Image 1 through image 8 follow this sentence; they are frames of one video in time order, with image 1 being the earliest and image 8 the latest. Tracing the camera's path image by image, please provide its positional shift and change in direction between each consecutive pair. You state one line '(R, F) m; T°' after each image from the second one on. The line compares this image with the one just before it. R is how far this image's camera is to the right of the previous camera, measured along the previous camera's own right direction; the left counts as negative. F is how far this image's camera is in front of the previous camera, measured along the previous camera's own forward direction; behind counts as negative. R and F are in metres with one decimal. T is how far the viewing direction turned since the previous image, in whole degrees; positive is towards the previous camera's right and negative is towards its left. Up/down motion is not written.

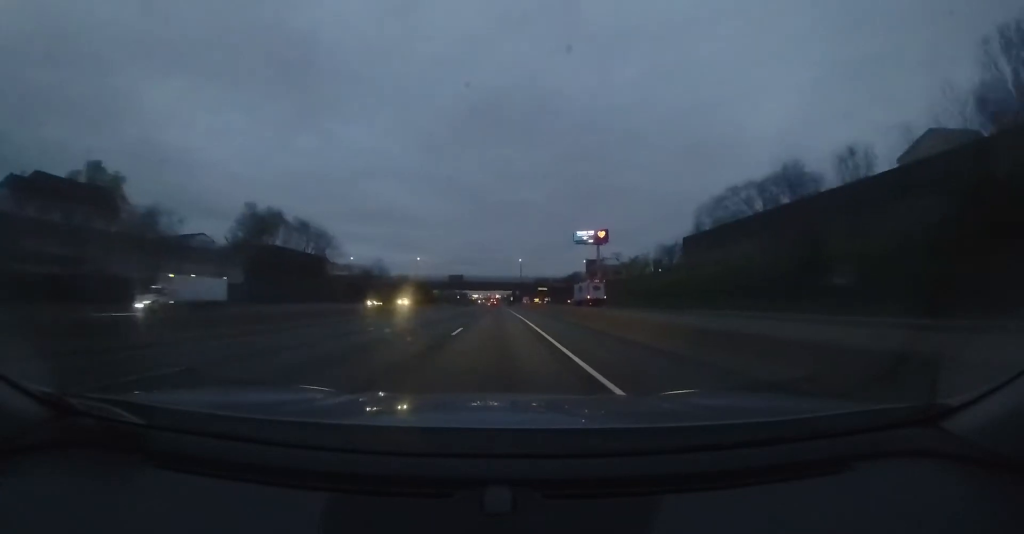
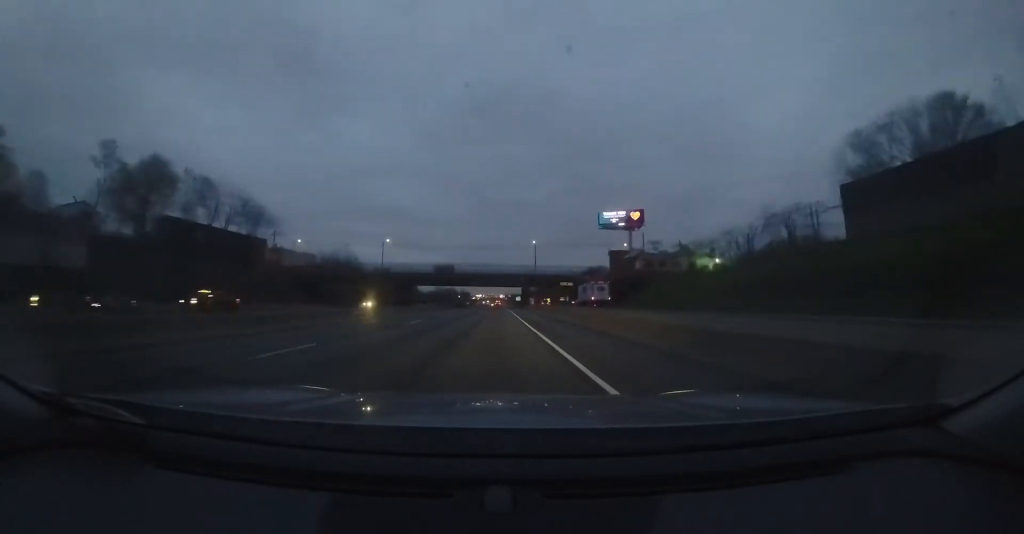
(-0.5, +32.1) m; -1°
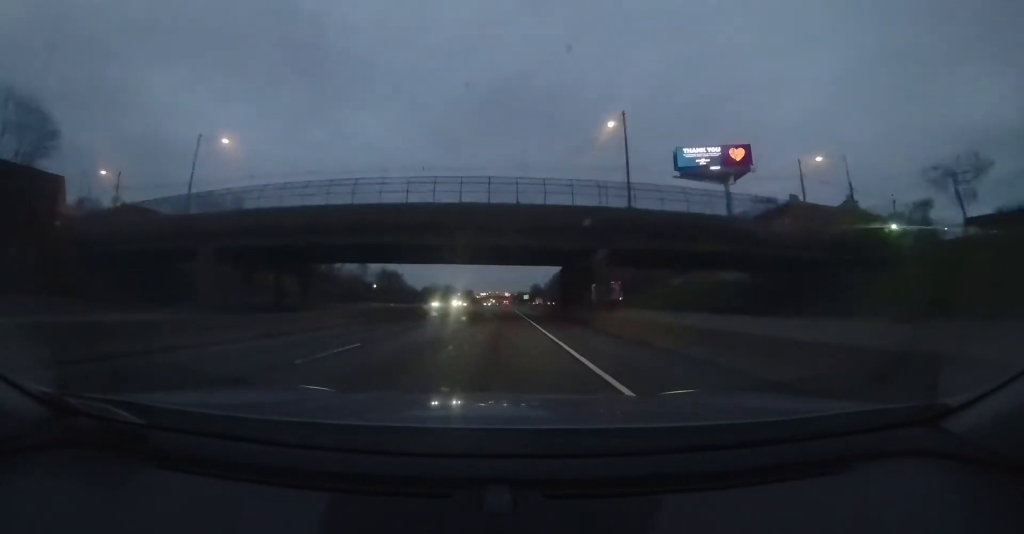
(+0.2, +49.0) m; +1°
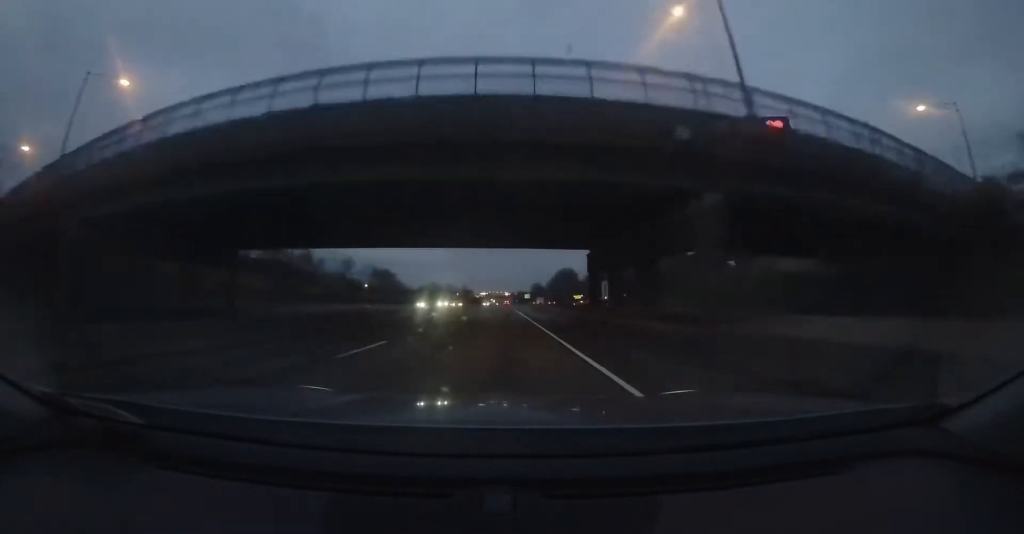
(0.0, +11.1) m; 0°
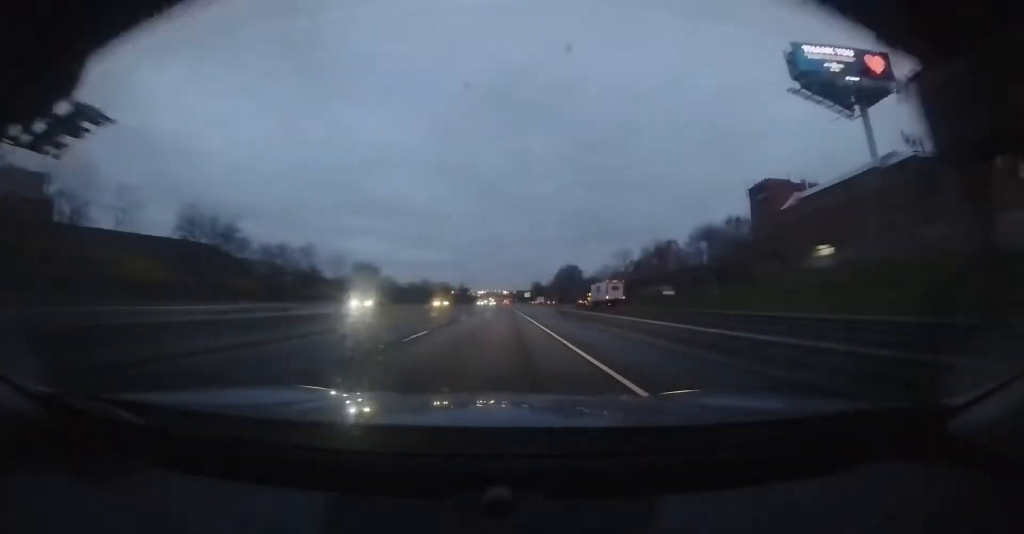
(0.0, +21.3) m; 0°
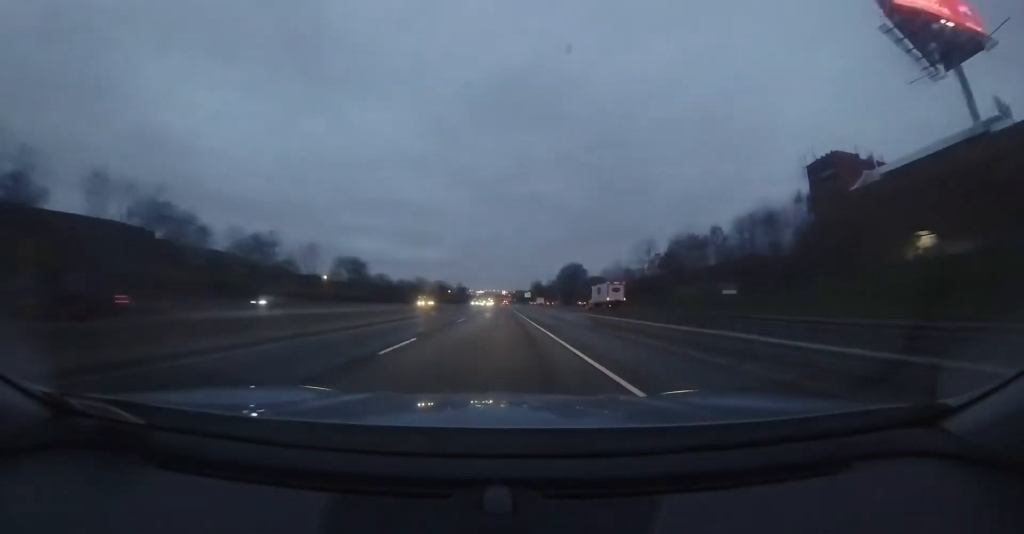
(-0.2, +14.7) m; 0°
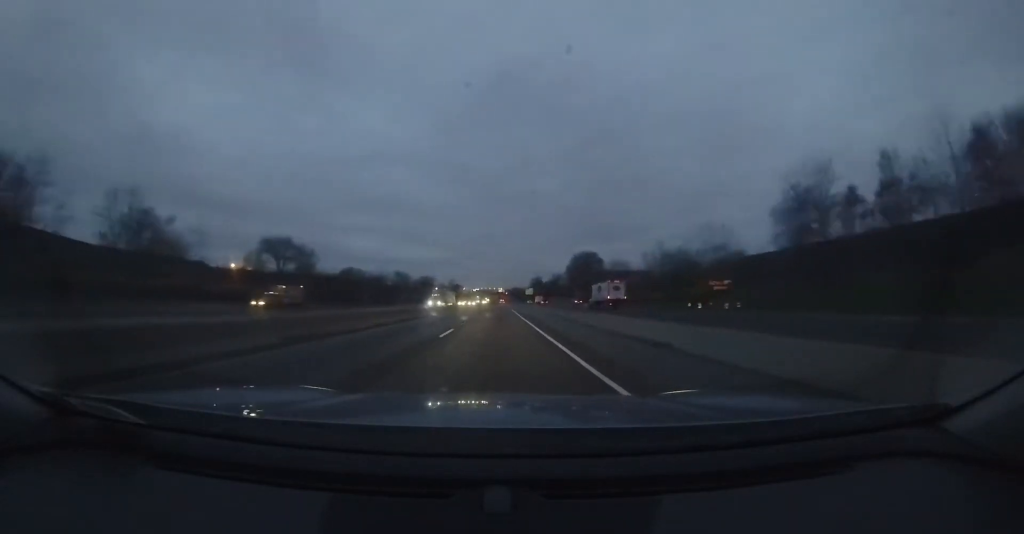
(+0.4, +44.7) m; 0°
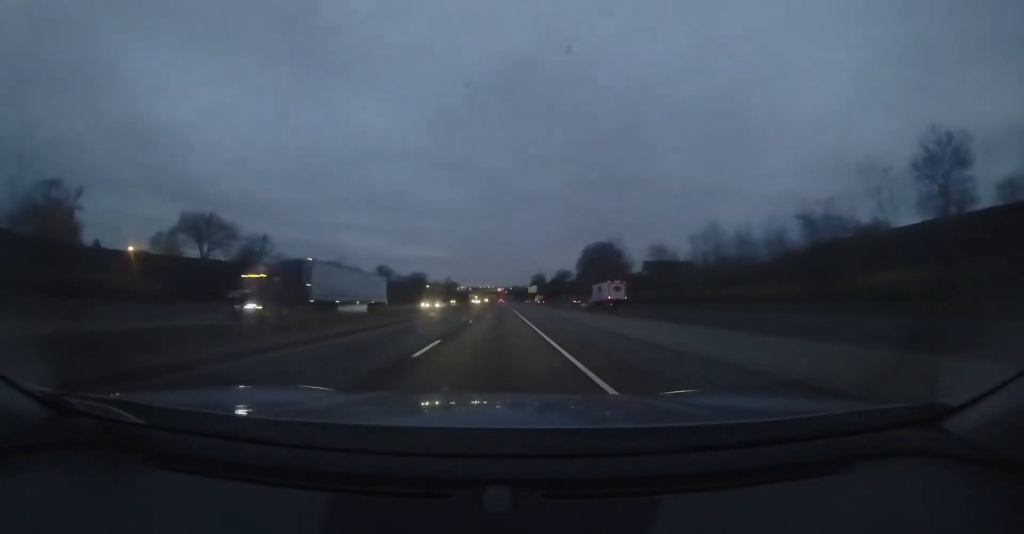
(-0.2, +28.4) m; 0°
